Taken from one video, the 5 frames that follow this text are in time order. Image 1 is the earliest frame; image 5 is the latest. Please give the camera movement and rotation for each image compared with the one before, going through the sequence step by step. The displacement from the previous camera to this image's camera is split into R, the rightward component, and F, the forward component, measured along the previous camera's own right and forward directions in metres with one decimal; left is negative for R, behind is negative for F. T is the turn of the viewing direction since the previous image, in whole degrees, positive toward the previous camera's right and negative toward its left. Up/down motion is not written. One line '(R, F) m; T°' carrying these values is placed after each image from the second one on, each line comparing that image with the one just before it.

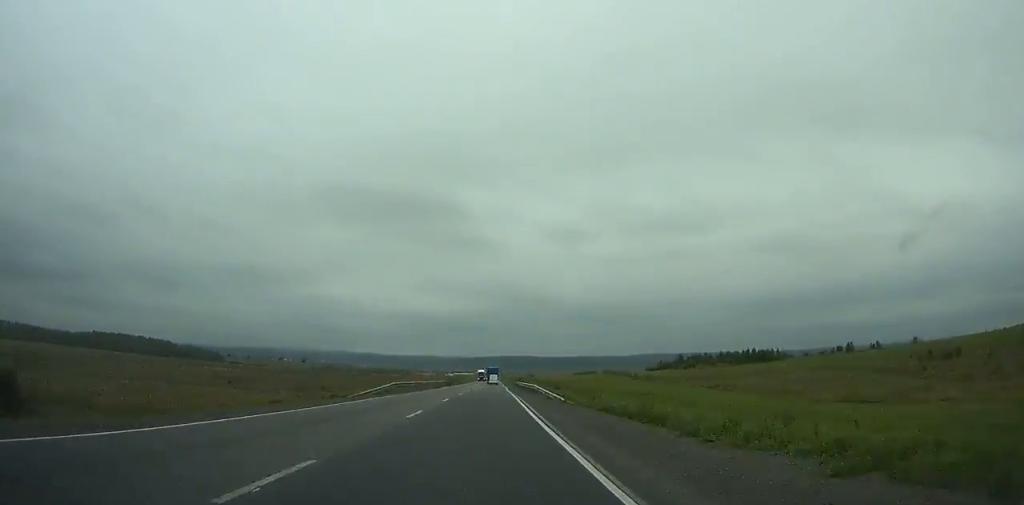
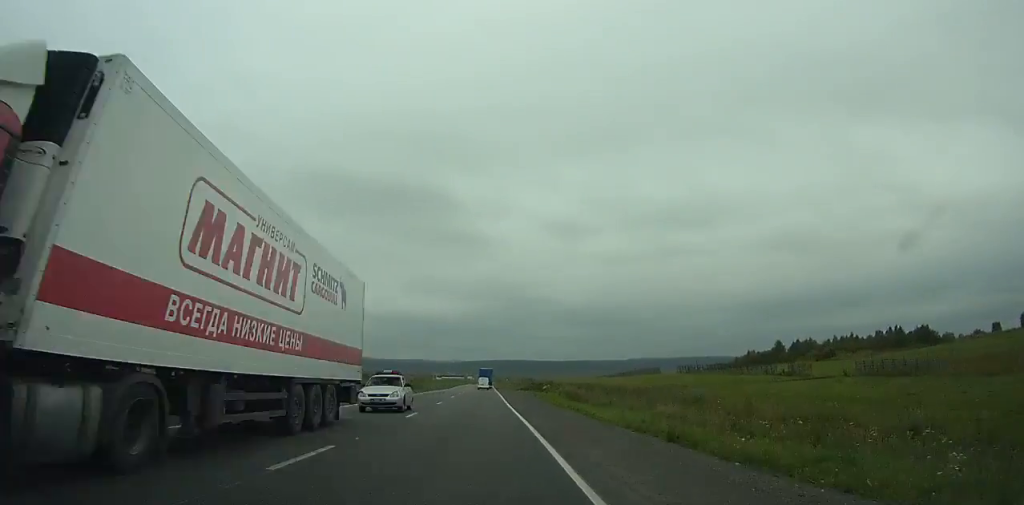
(+0.5, +104.7) m; 0°
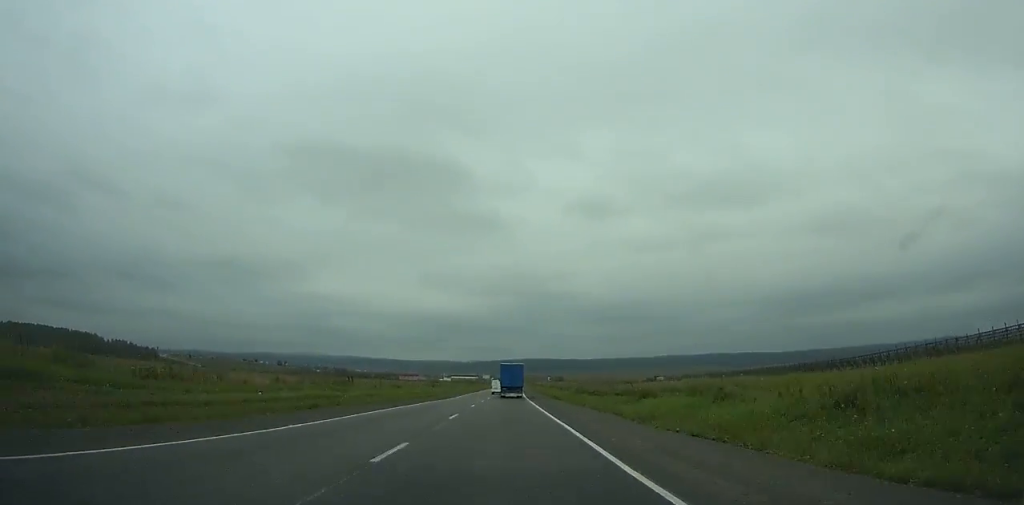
(-2.3, +183.1) m; -1°
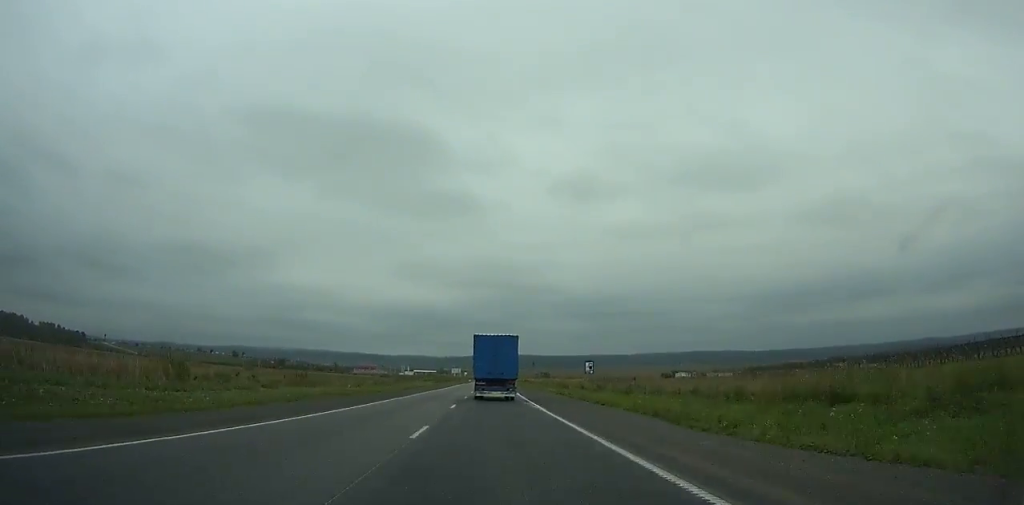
(+1.4, +121.1) m; +2°
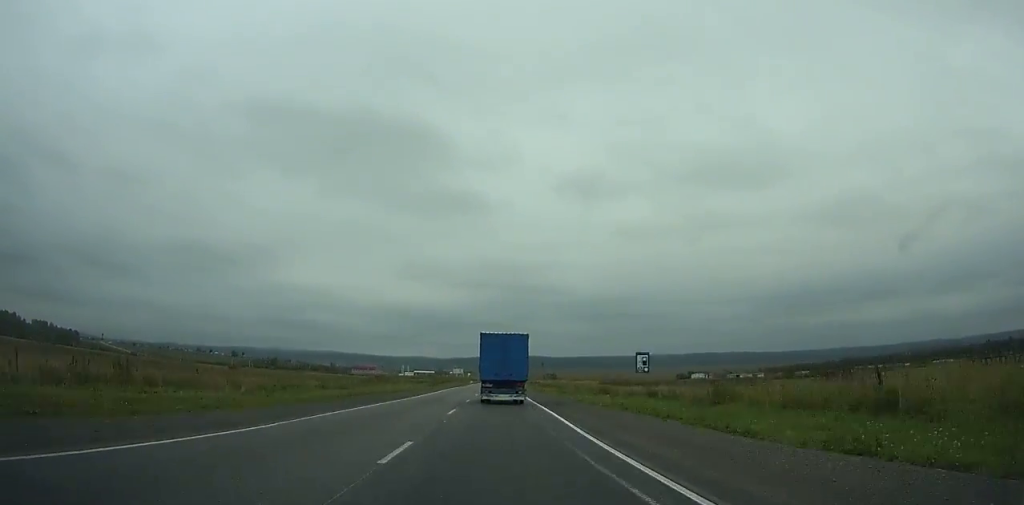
(+0.1, +28.0) m; 0°
